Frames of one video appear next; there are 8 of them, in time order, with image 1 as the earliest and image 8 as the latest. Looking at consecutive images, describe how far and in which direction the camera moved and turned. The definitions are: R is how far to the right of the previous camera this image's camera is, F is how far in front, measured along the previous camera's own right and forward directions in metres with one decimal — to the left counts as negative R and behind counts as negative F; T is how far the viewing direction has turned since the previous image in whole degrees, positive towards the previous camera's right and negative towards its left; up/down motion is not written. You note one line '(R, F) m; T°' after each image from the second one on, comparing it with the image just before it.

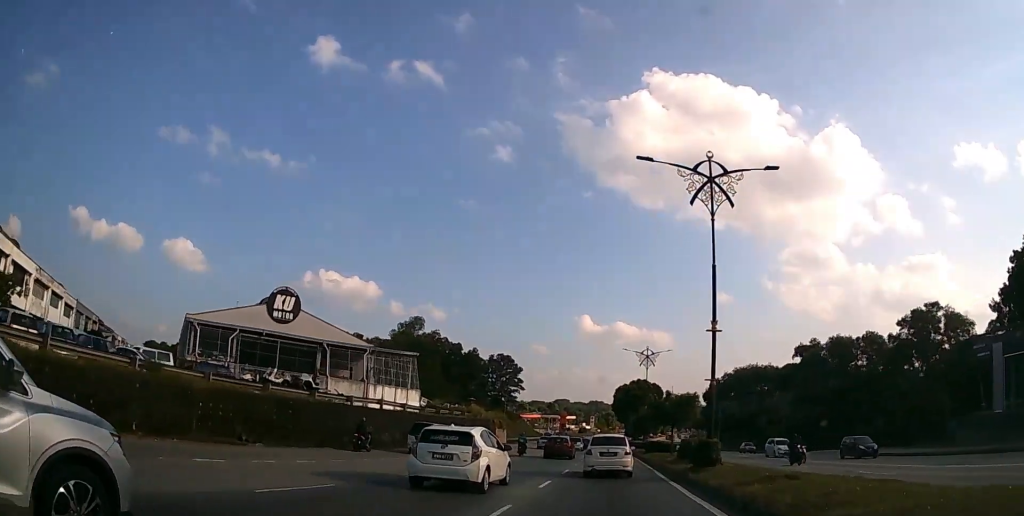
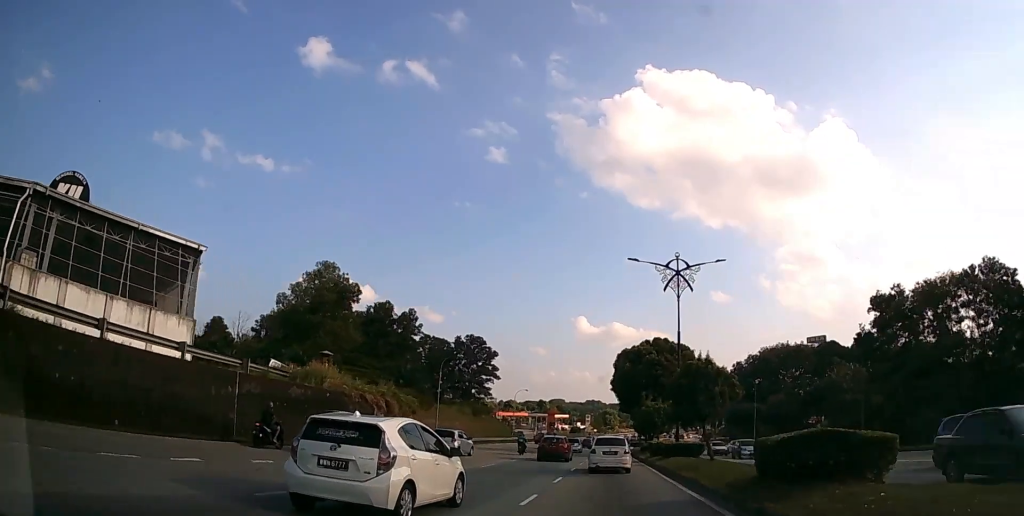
(0.0, +34.9) m; 0°
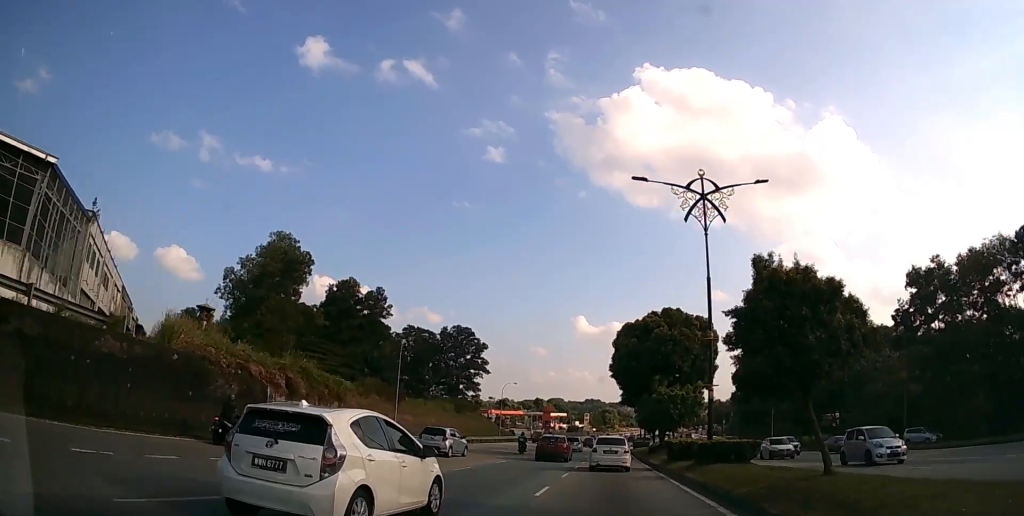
(0.0, +10.8) m; 0°
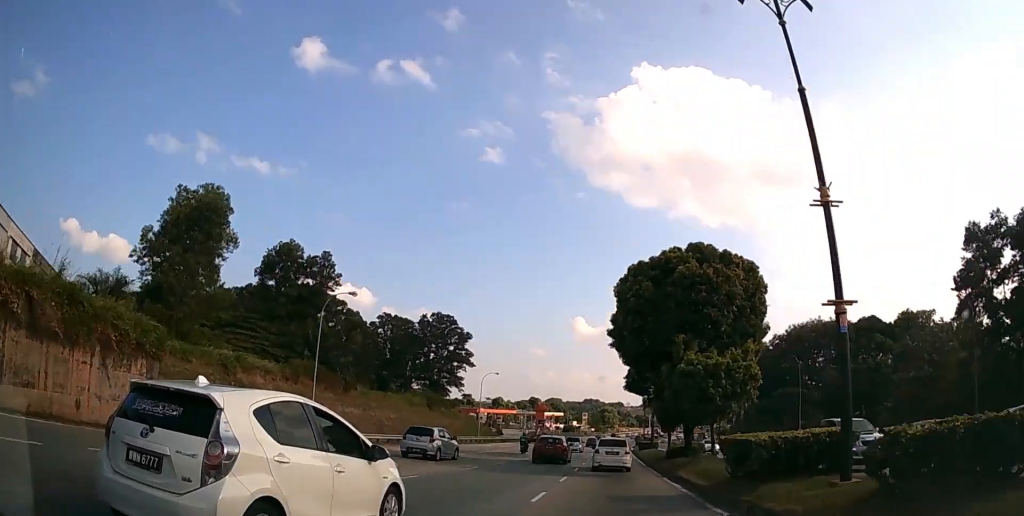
(0.0, +14.0) m; 0°
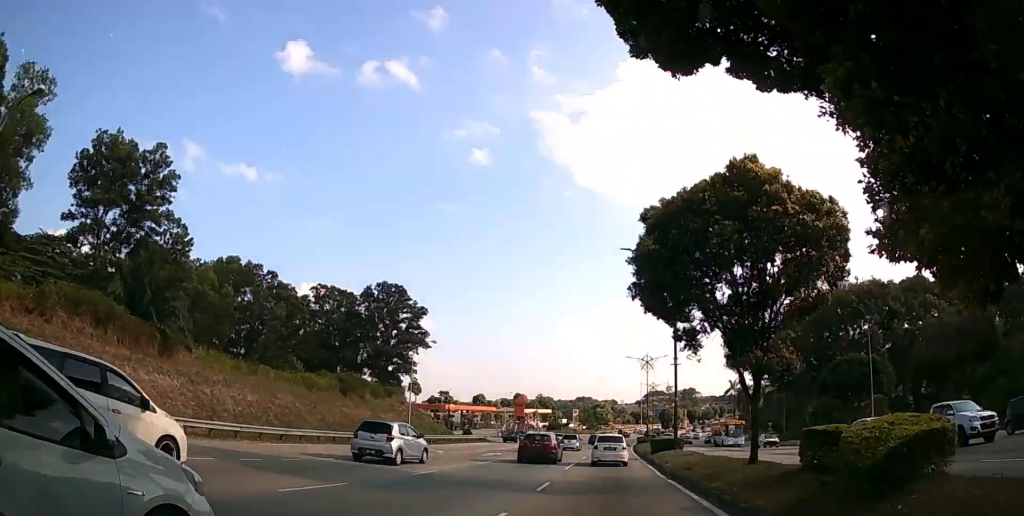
(0.0, +23.1) m; 0°
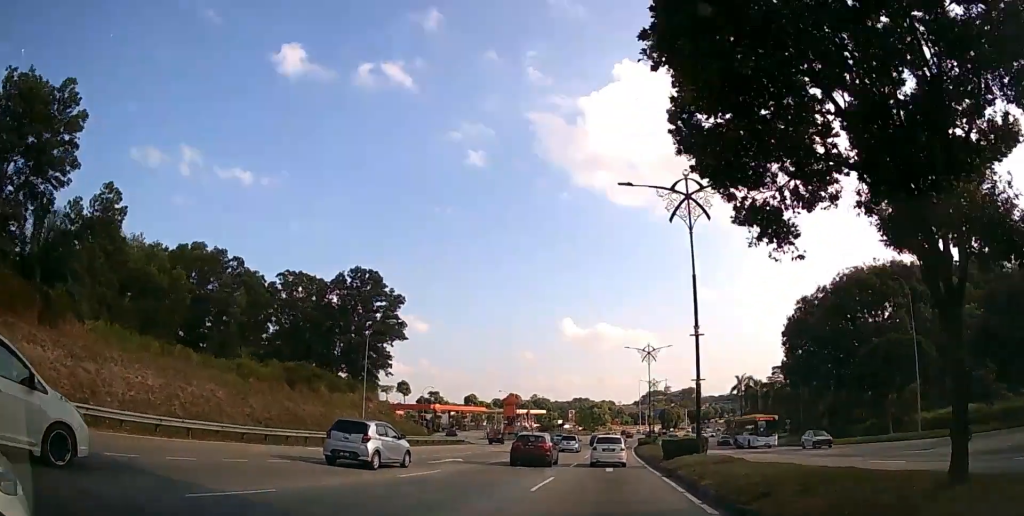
(0.0, +9.4) m; 0°
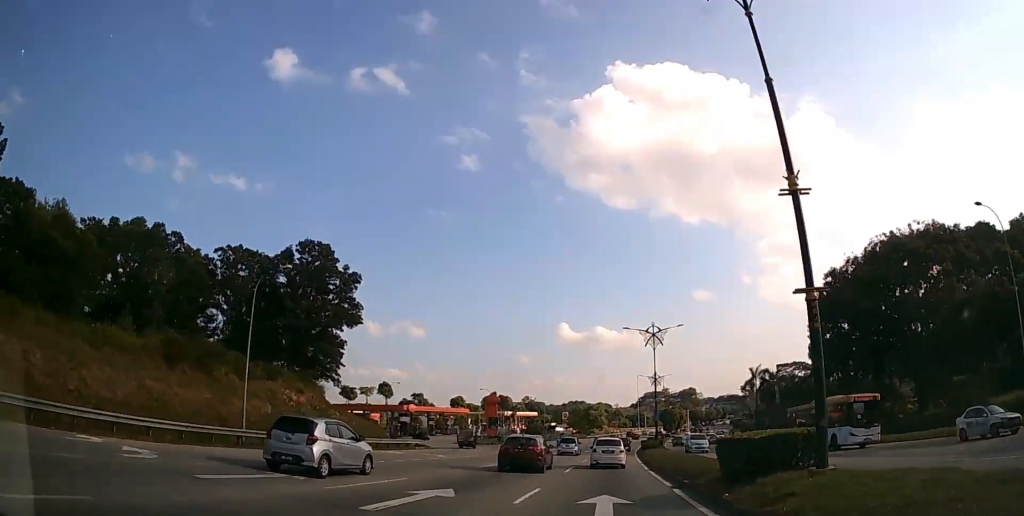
(0.0, +14.2) m; 0°
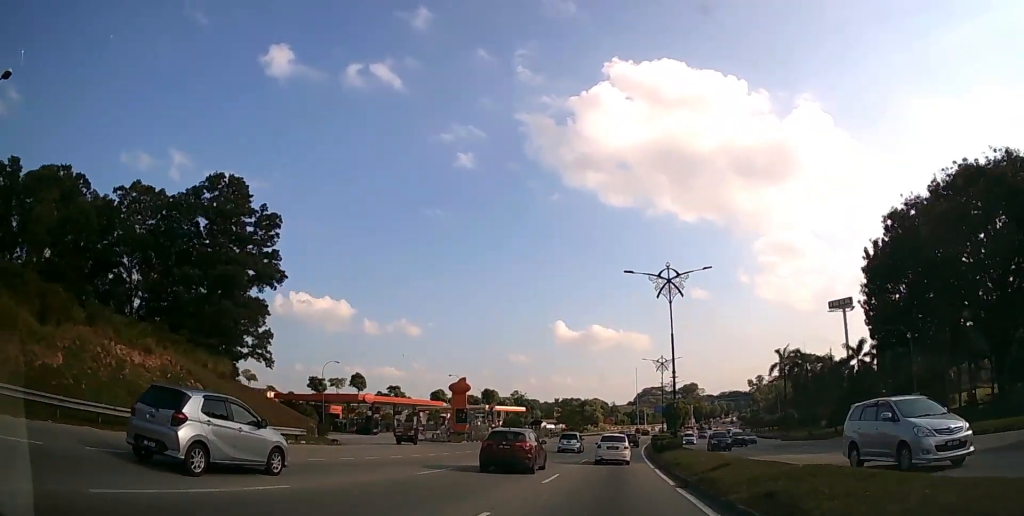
(+0.2, +18.8) m; +1°
